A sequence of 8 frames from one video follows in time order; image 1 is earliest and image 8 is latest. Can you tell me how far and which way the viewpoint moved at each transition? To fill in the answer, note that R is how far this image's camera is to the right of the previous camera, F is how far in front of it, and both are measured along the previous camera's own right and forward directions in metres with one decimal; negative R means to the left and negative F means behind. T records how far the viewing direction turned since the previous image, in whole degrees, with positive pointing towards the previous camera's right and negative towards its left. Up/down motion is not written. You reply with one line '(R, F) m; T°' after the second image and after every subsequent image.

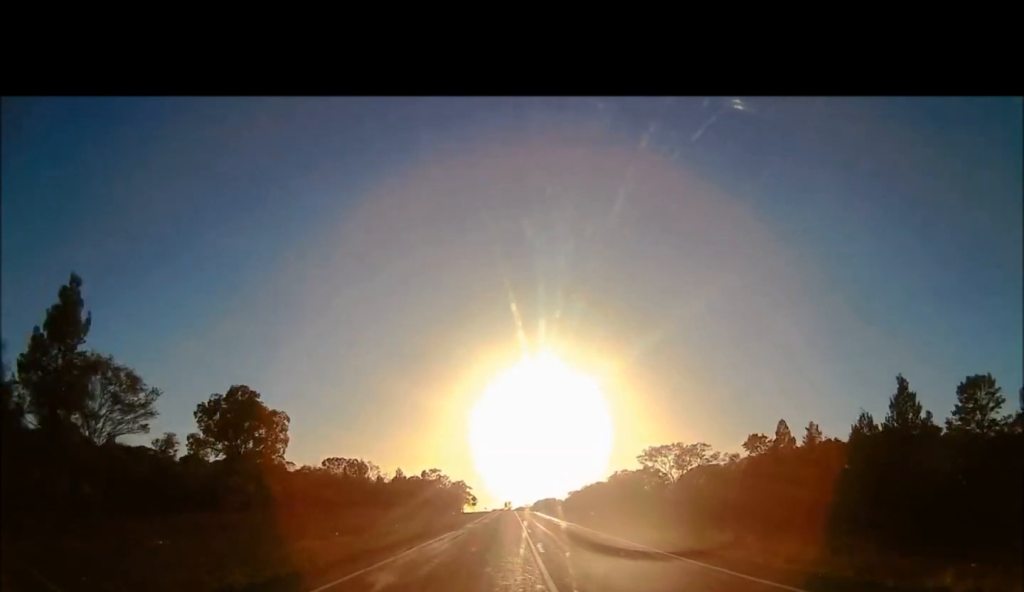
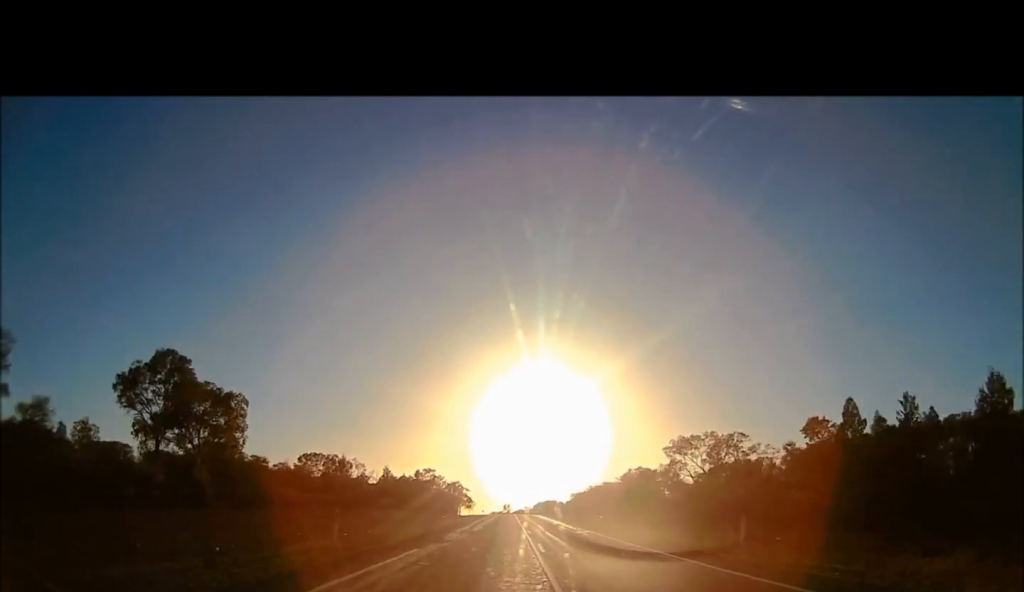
(0.0, +12.2) m; 0°
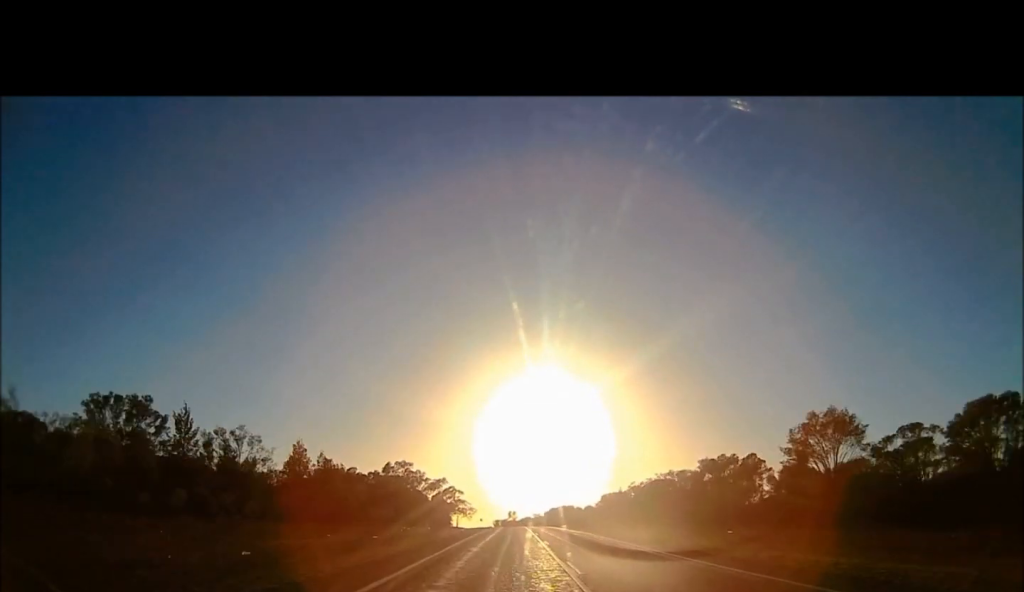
(0.0, +54.0) m; 0°
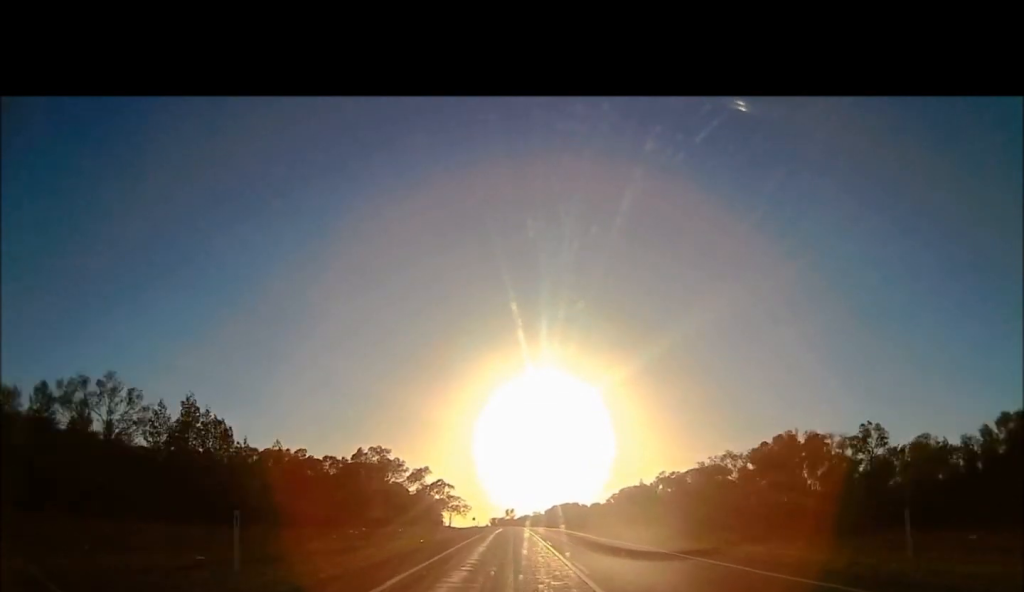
(0.0, +24.5) m; 0°
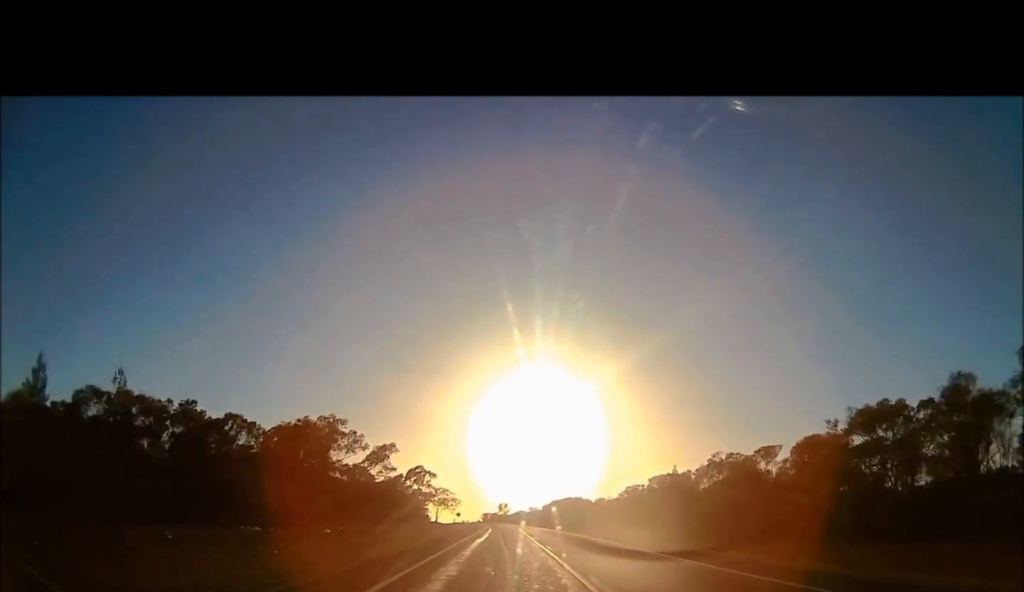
(0.0, +27.6) m; 0°
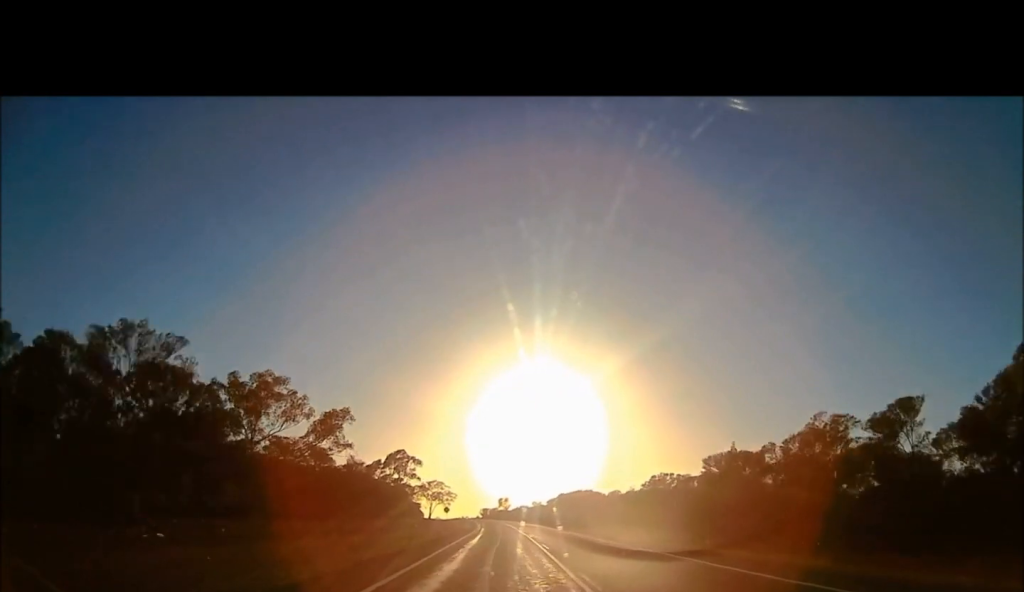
(0.0, +23.6) m; 0°
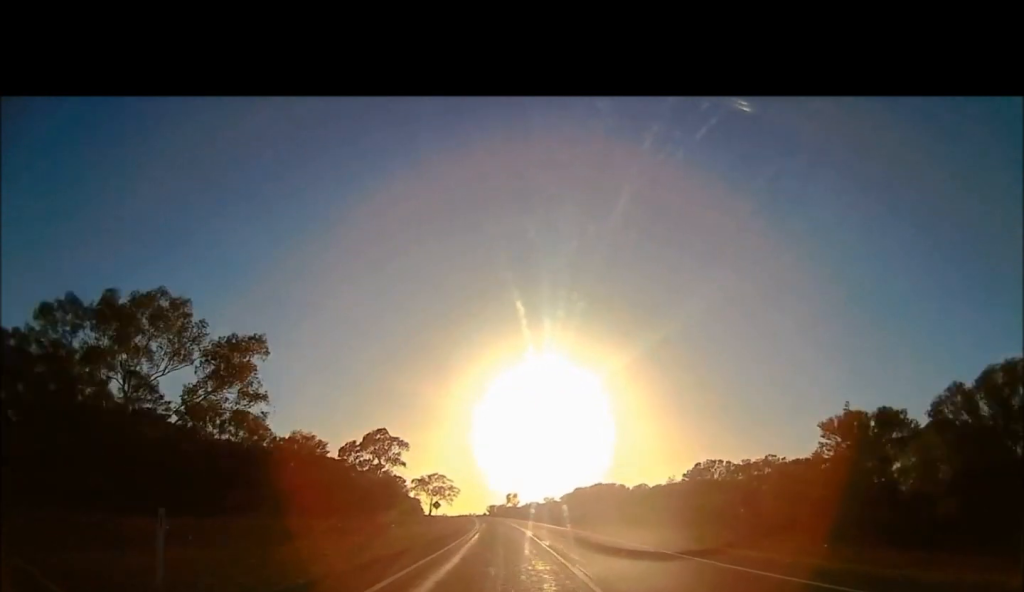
(0.0, +22.8) m; 0°
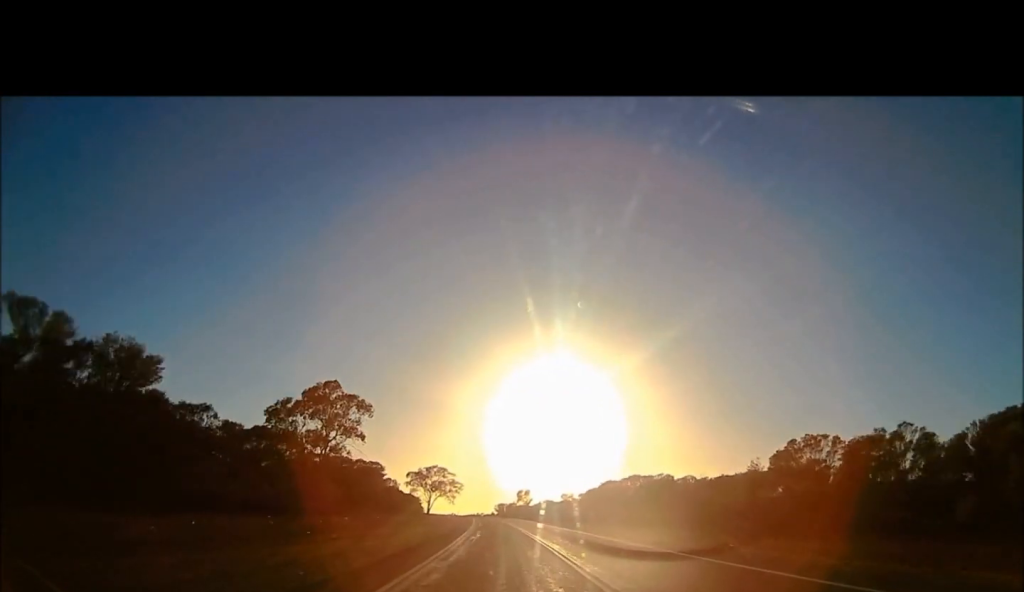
(0.0, +30.2) m; -1°
